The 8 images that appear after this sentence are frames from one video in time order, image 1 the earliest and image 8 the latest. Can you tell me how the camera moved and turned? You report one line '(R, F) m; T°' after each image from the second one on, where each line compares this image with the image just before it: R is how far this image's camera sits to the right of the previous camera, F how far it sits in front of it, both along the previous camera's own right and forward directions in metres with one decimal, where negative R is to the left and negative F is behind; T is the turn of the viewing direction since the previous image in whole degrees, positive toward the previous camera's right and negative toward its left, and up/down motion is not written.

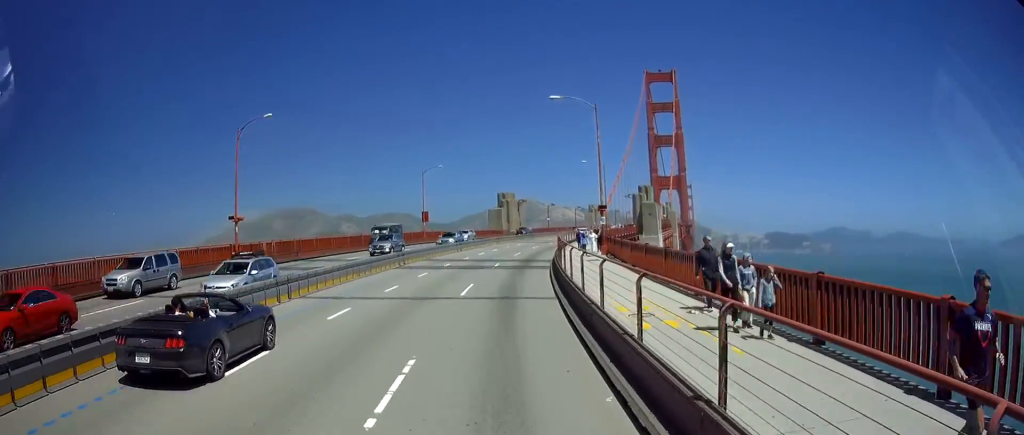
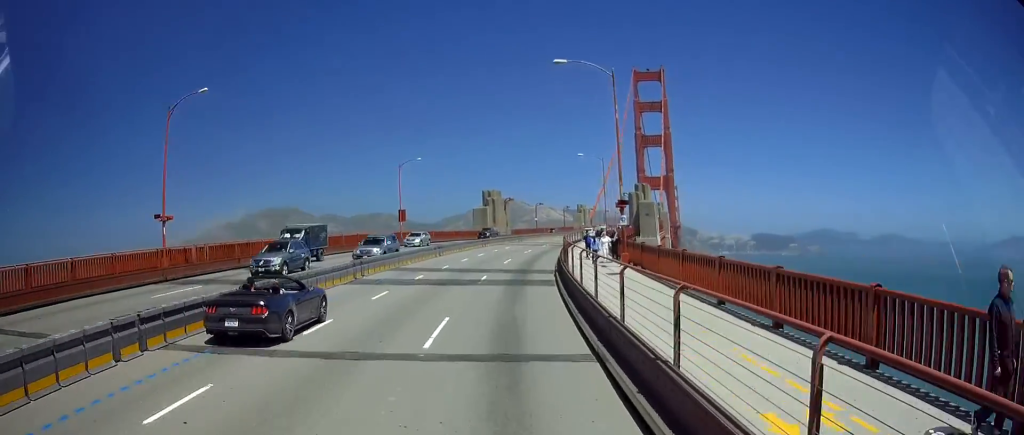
(0.0, +9.6) m; +2°
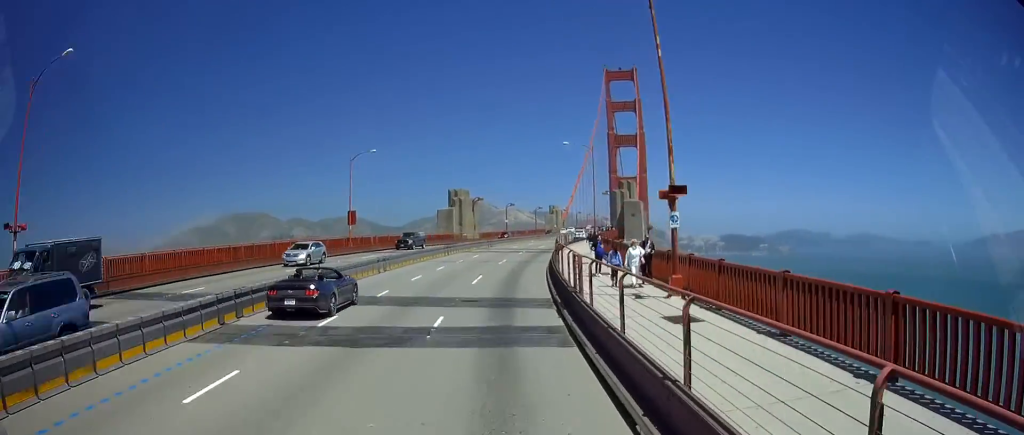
(+0.4, +12.4) m; +2°
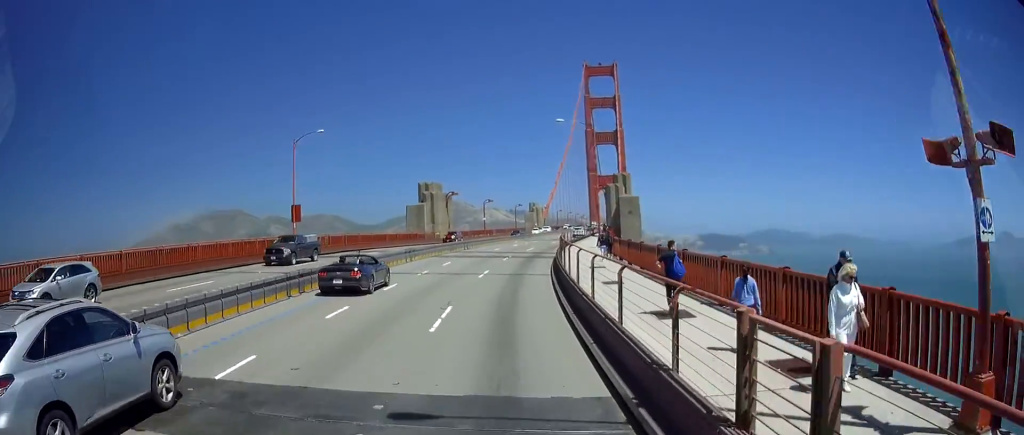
(+0.3, +13.0) m; +2°
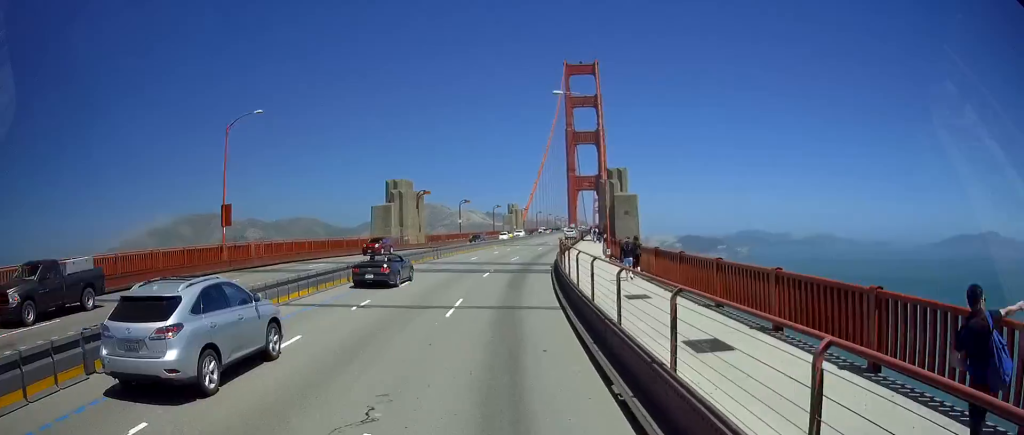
(+0.1, +11.2) m; +3°
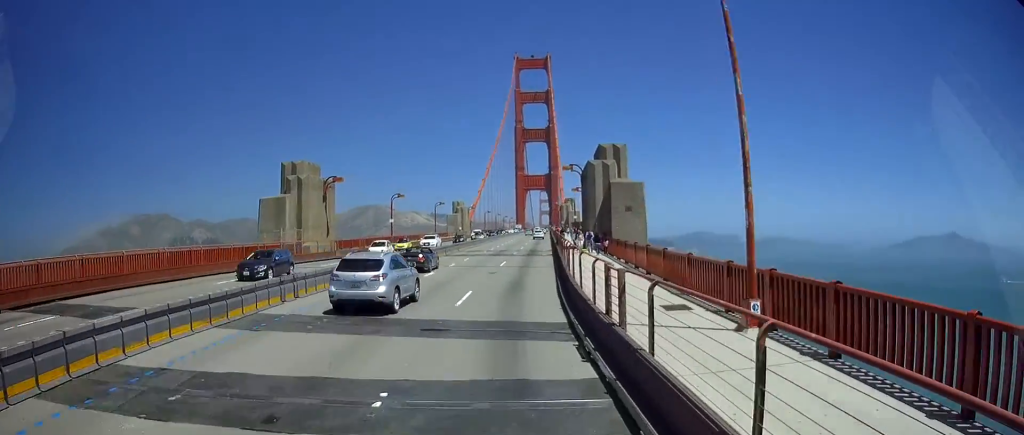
(+2.0, +25.7) m; +7°
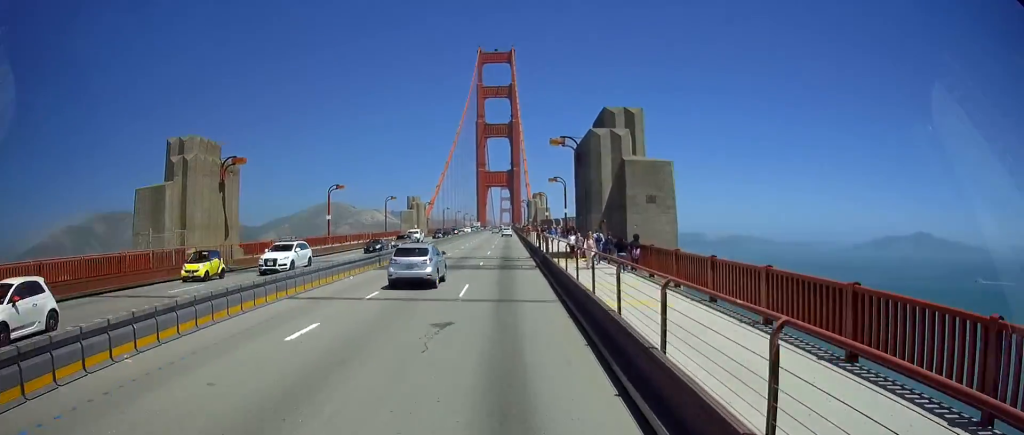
(0.0, +17.3) m; 0°
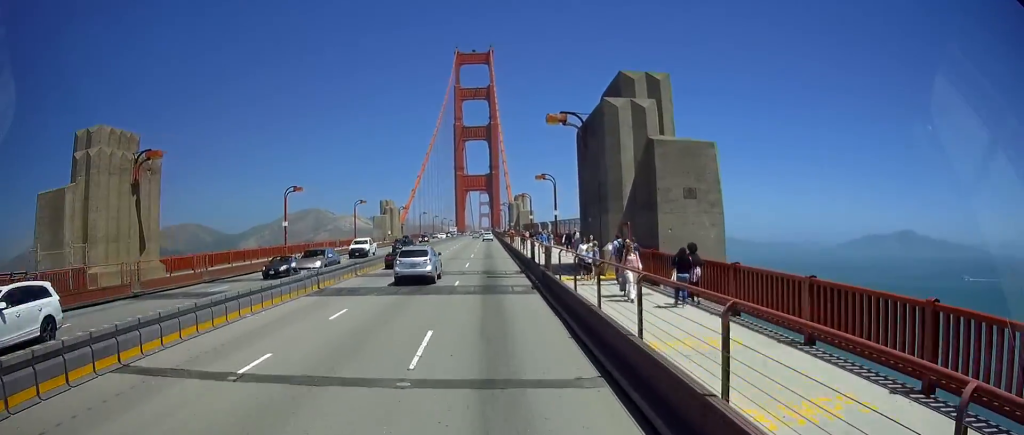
(0.0, +10.1) m; 0°
